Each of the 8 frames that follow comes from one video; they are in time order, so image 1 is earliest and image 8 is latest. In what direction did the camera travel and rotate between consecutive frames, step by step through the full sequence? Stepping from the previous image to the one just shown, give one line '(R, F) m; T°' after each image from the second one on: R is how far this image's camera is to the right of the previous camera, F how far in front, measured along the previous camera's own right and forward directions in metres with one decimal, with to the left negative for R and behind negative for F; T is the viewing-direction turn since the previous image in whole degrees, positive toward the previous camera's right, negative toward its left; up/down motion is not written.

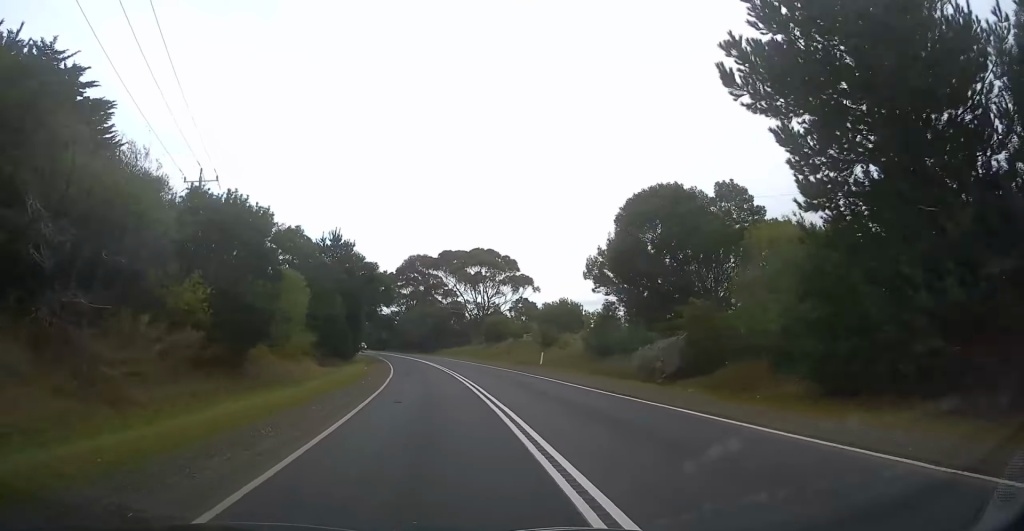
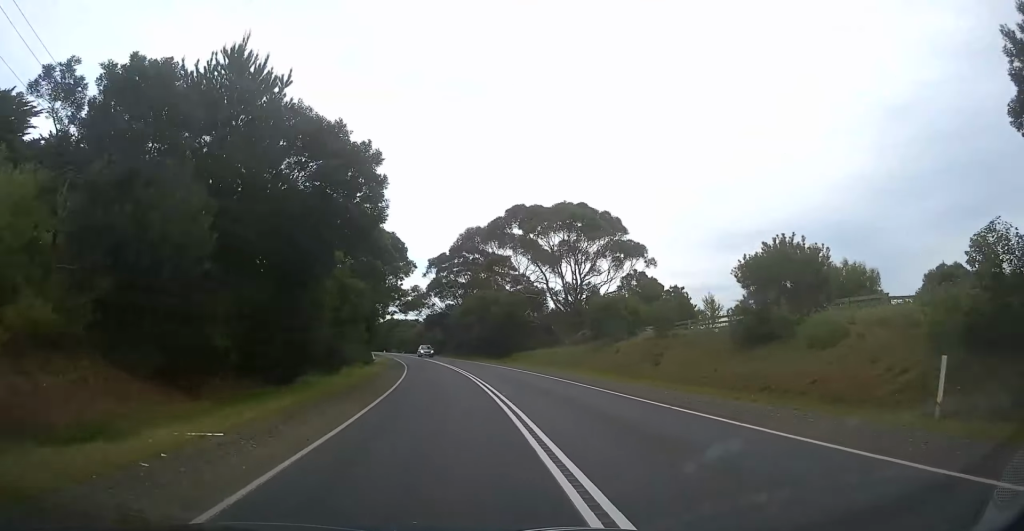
(-1.6, +32.0) m; -5°
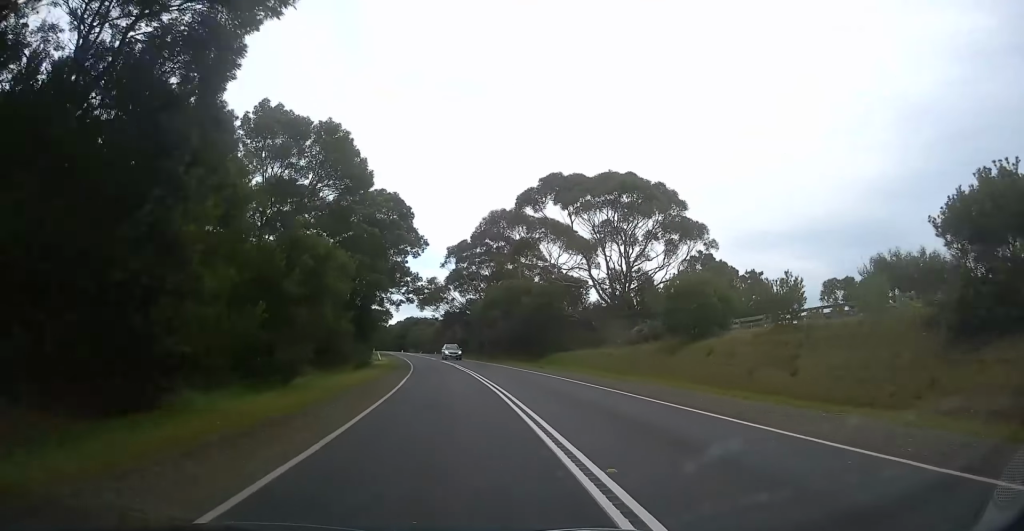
(-0.1, +11.7) m; -2°
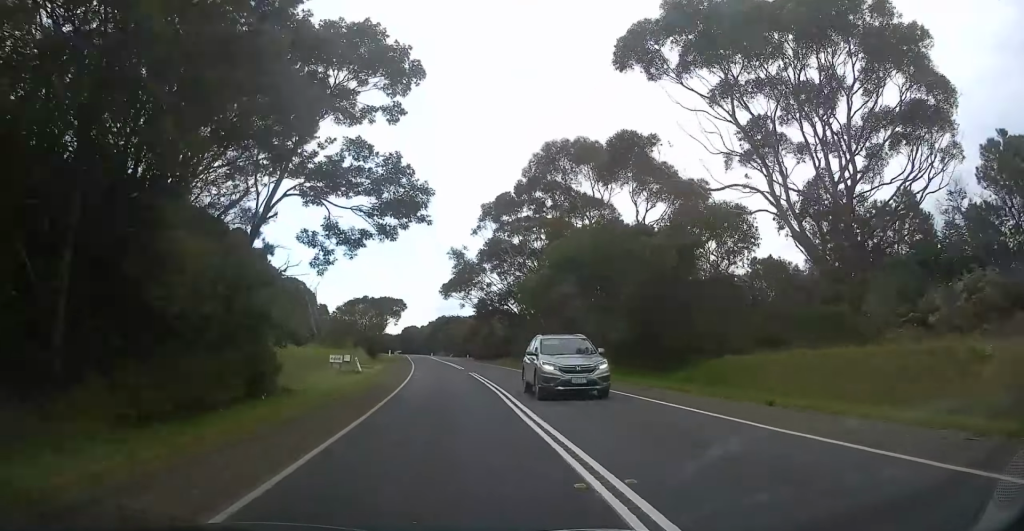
(-1.0, +28.0) m; -5°
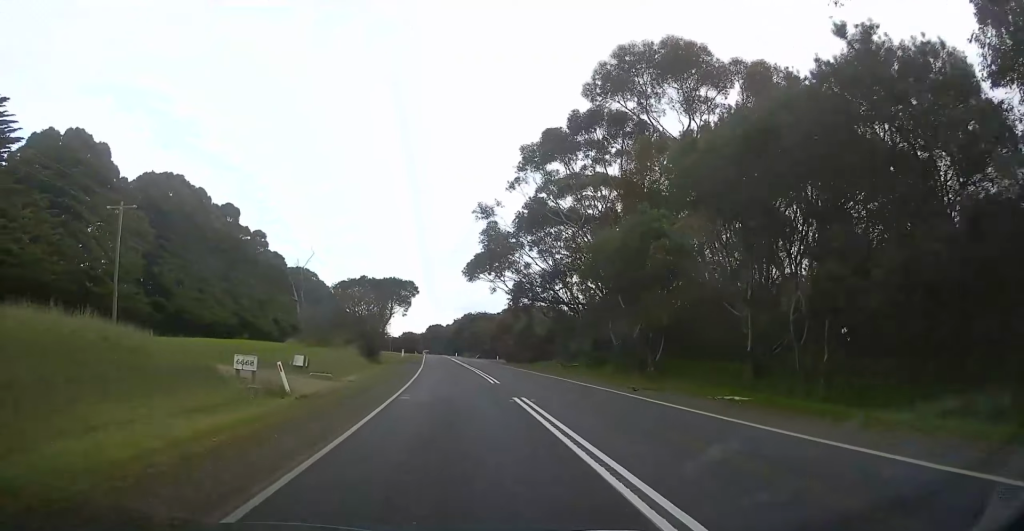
(-0.8, +18.4) m; -2°
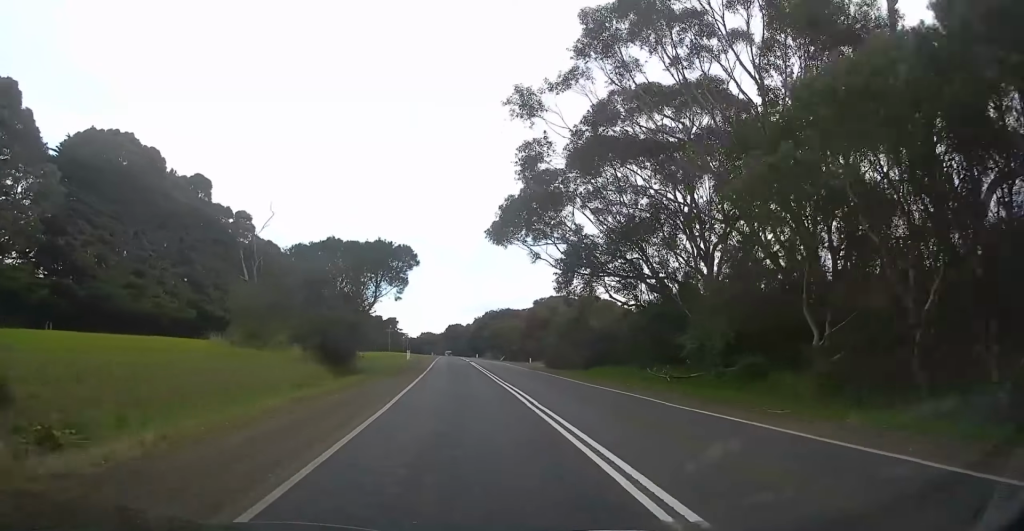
(-0.1, +19.1) m; -1°
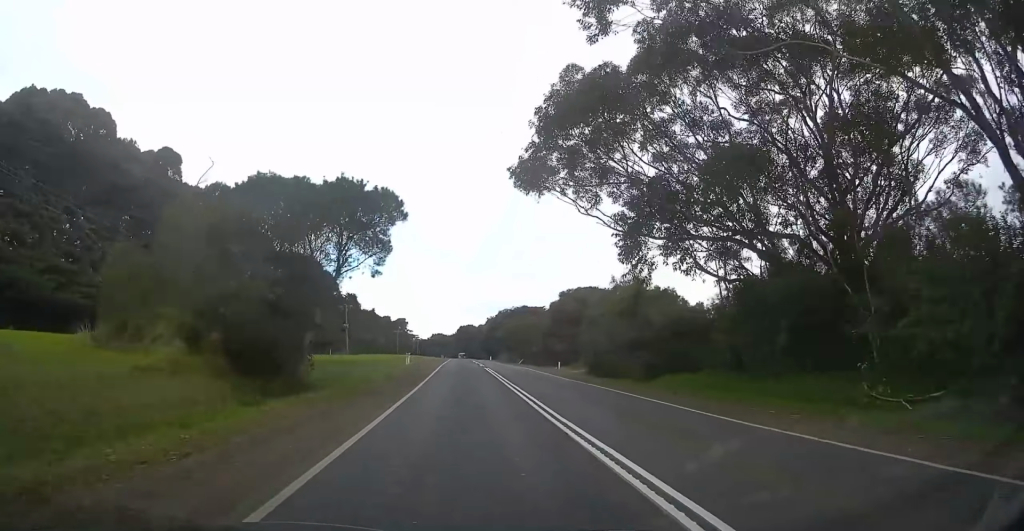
(+0.1, +13.6) m; -1°
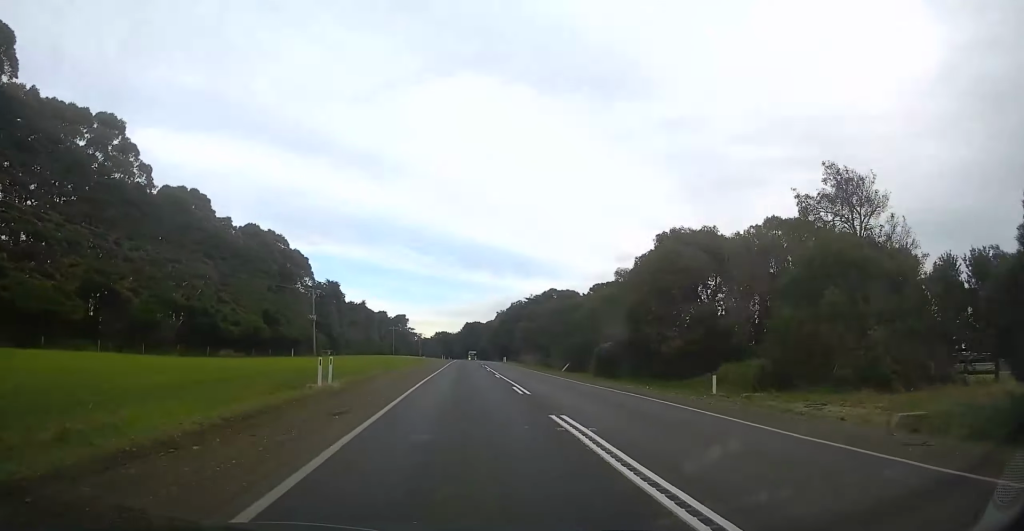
(-0.8, +32.8) m; -2°
